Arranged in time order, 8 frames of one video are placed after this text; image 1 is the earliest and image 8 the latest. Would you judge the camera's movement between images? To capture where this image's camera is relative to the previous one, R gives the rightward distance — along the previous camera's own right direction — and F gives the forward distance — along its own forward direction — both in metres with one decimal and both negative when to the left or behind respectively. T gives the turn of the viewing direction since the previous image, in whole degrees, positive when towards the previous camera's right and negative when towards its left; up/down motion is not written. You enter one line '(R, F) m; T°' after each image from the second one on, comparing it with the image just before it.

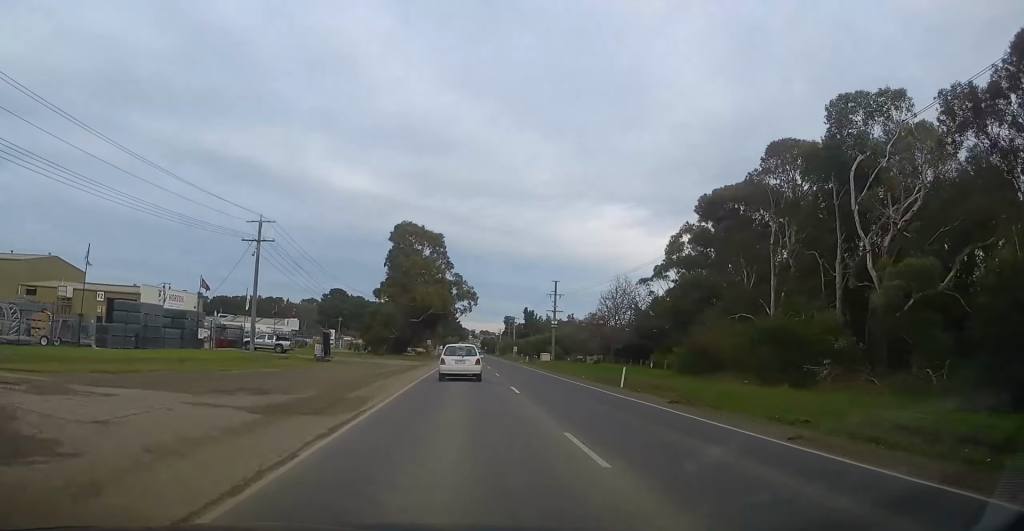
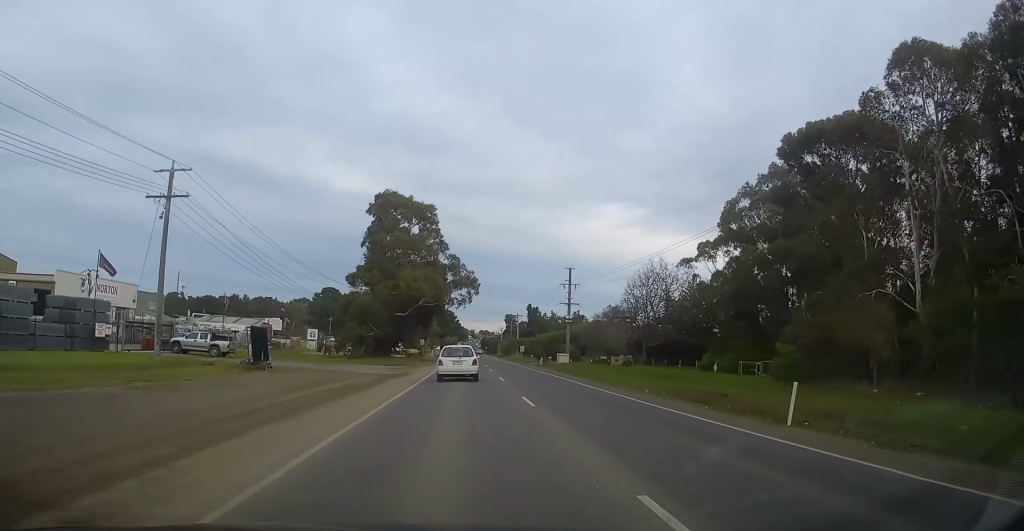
(0.0, +15.5) m; 0°
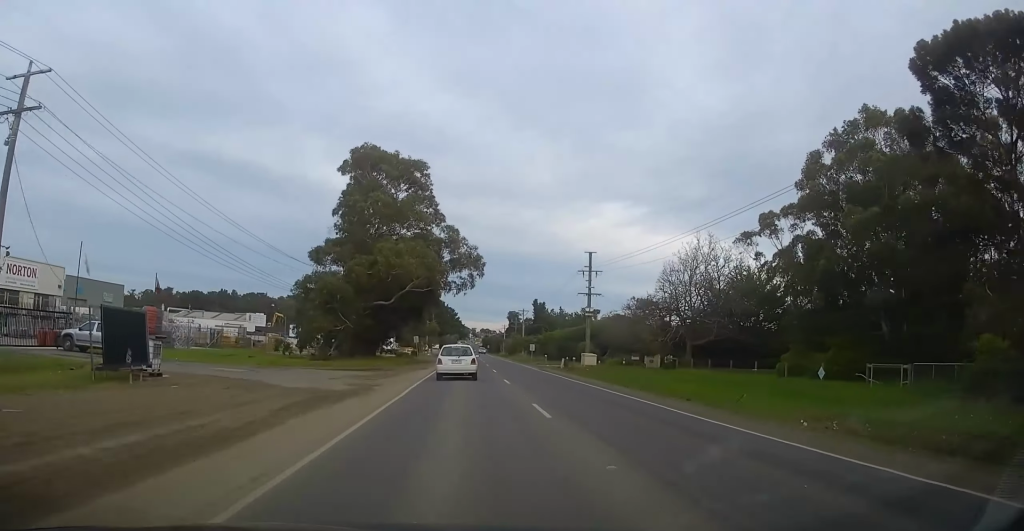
(0.0, +14.0) m; 0°
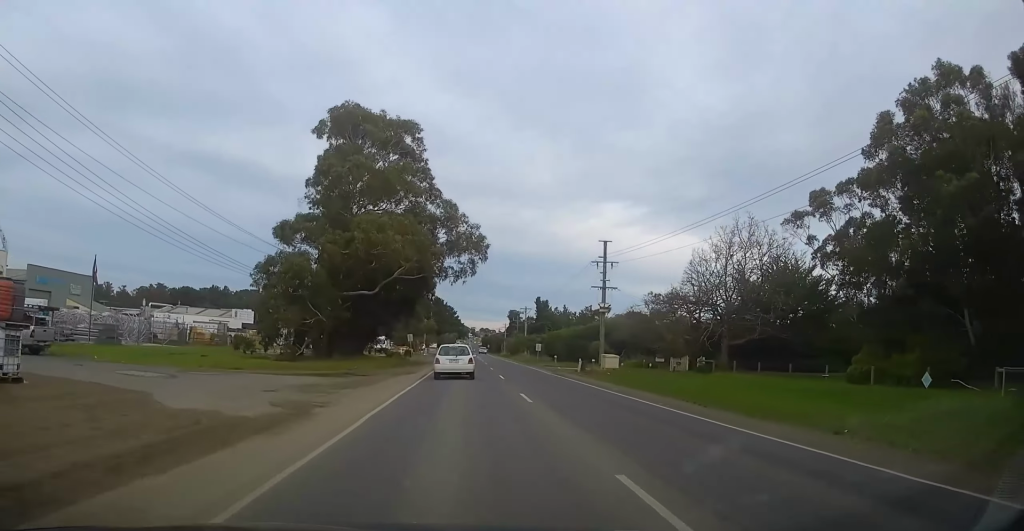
(0.0, +8.7) m; 0°
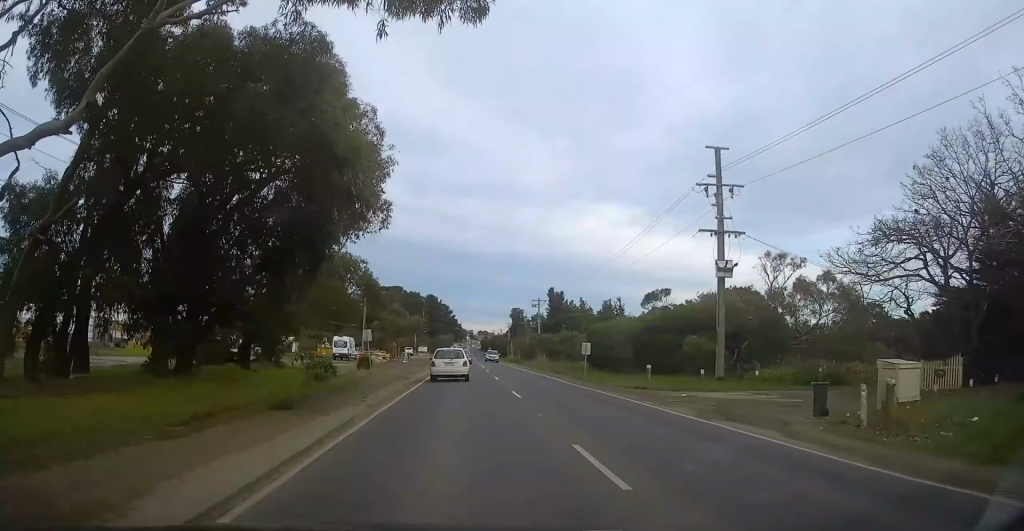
(0.0, +33.2) m; 0°
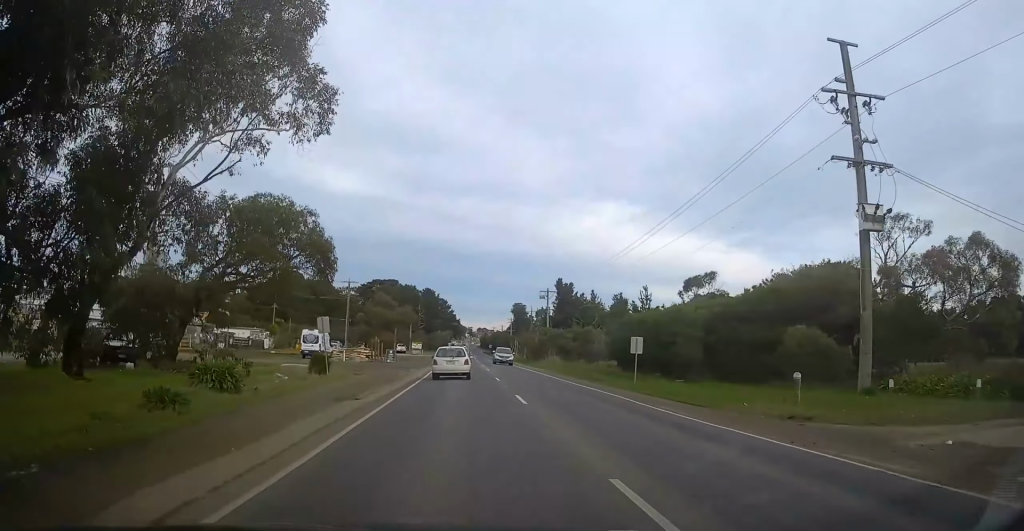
(0.0, +14.2) m; 0°
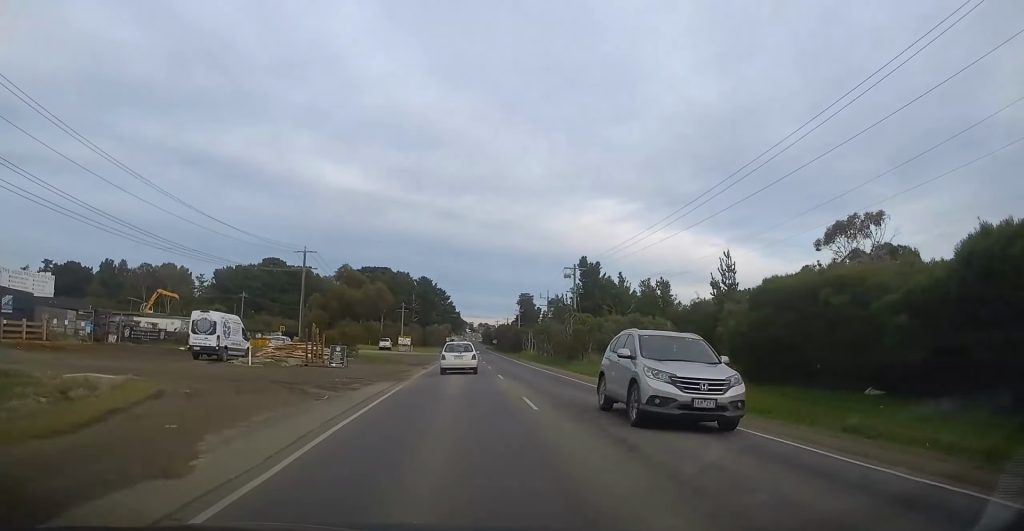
(0.0, +26.0) m; 0°
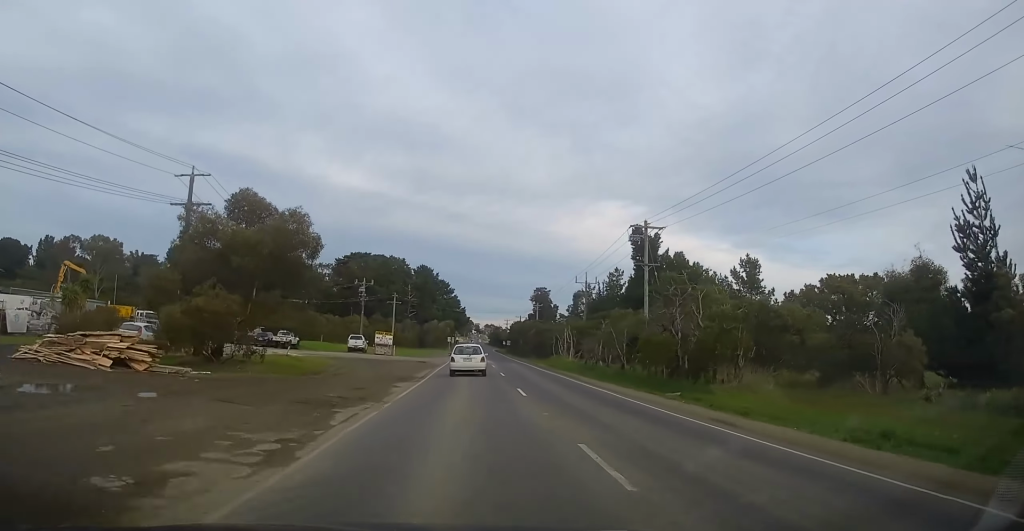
(0.0, +30.2) m; -1°
